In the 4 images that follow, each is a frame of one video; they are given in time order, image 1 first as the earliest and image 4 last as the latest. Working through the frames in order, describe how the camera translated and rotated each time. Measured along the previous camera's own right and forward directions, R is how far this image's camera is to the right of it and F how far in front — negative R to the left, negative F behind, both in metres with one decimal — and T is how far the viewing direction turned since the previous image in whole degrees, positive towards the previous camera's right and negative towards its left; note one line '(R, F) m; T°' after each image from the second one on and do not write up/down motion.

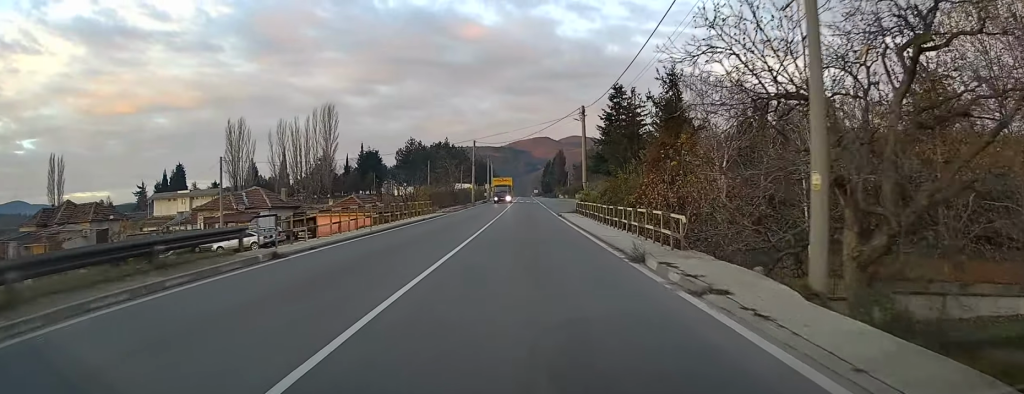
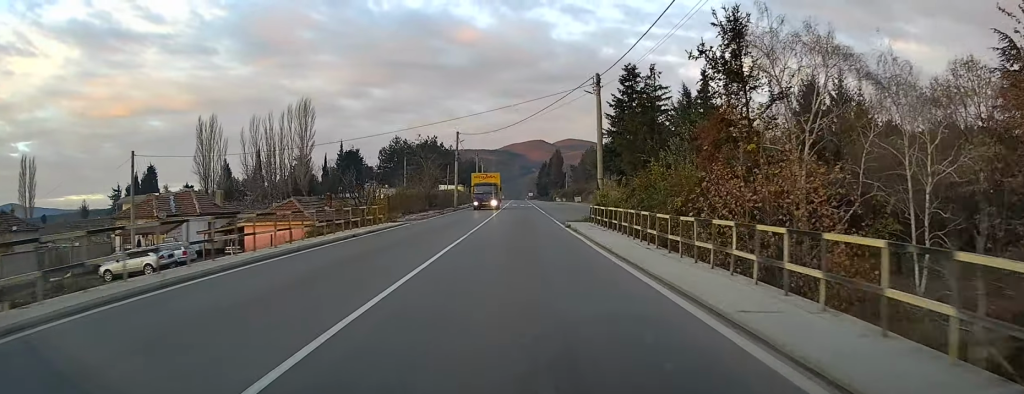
(+0.2, +13.8) m; +1°
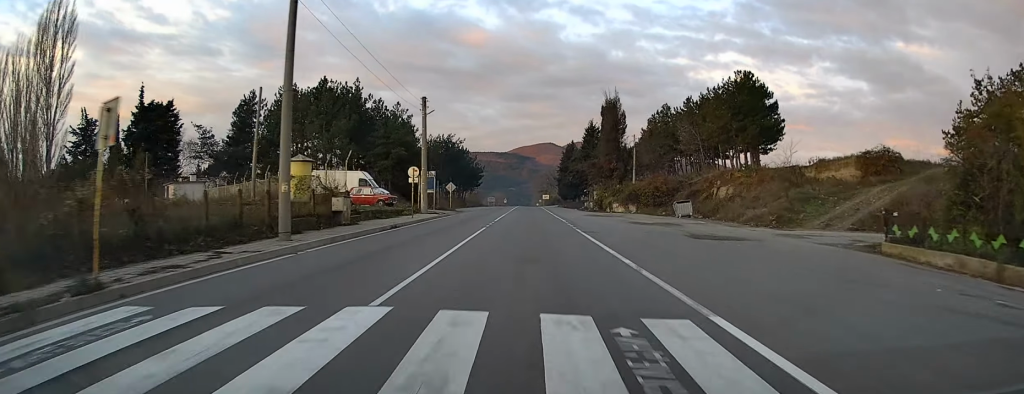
(-1.3, +85.8) m; -1°
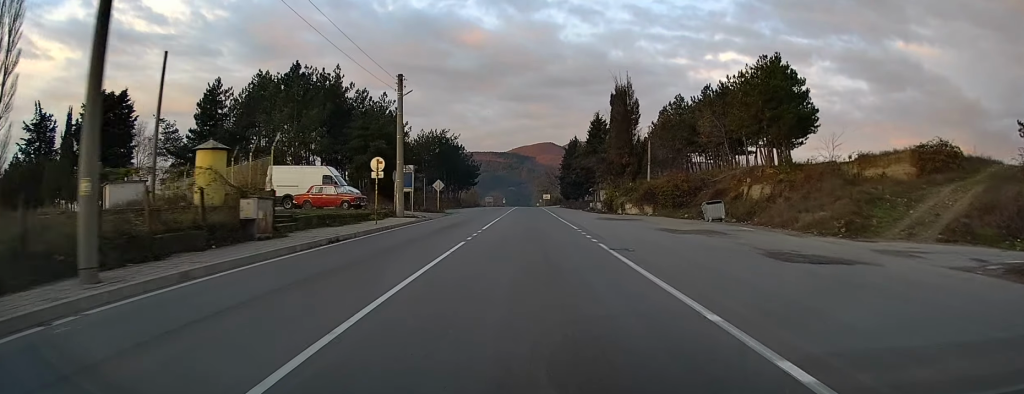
(-0.1, +8.7) m; -1°
